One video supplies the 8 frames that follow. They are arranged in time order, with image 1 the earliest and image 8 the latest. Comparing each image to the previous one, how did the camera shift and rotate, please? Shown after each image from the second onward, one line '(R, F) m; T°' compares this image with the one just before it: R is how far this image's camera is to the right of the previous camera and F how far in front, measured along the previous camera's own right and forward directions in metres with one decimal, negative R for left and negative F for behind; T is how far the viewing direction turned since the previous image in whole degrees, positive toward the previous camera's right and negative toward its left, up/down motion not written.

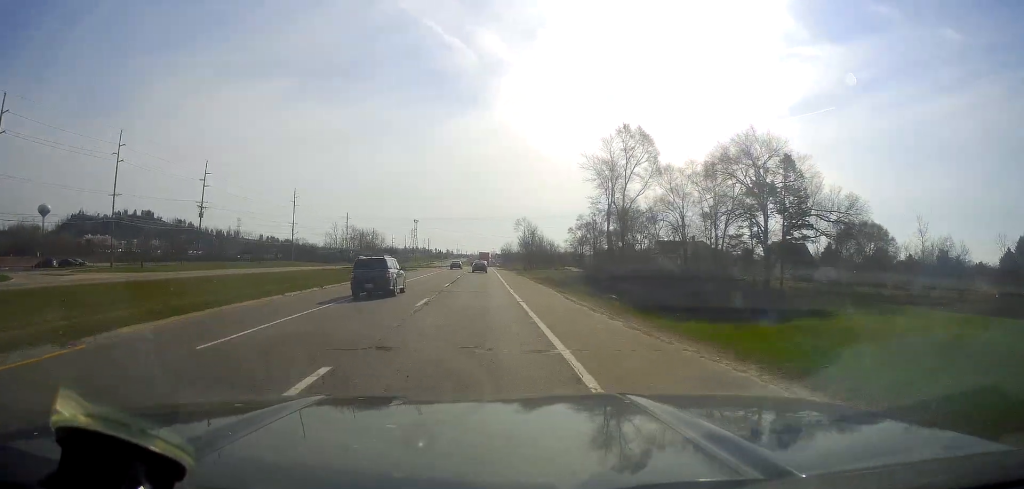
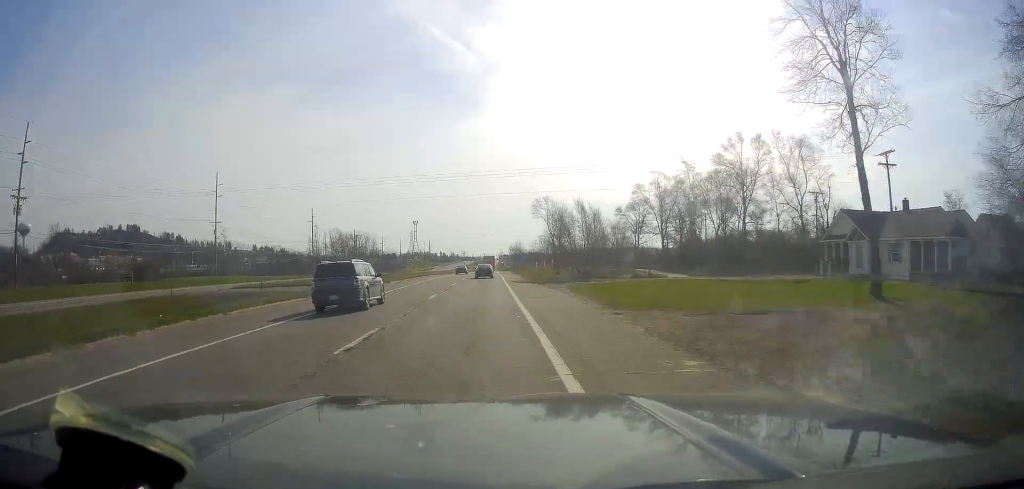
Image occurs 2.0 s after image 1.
(-0.4, +55.2) m; 0°
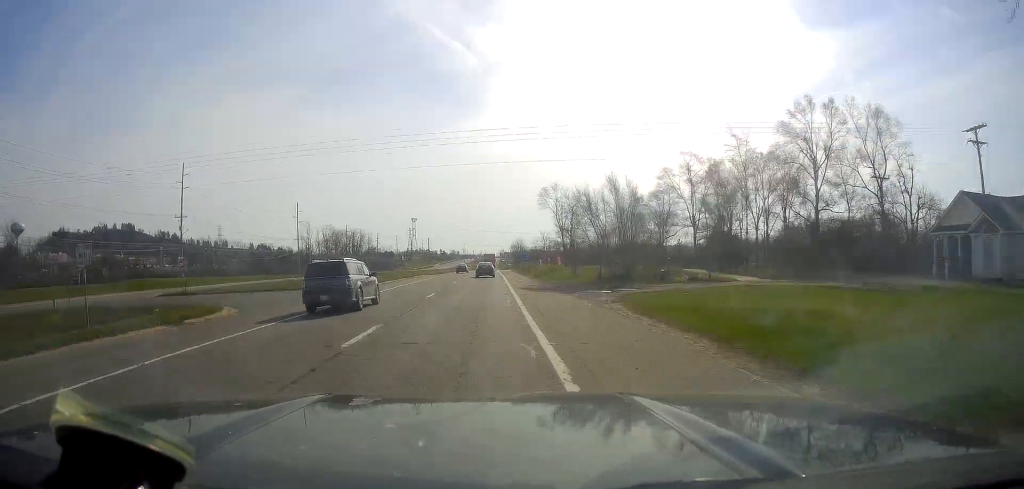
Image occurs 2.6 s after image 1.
(0.0, +15.2) m; 0°
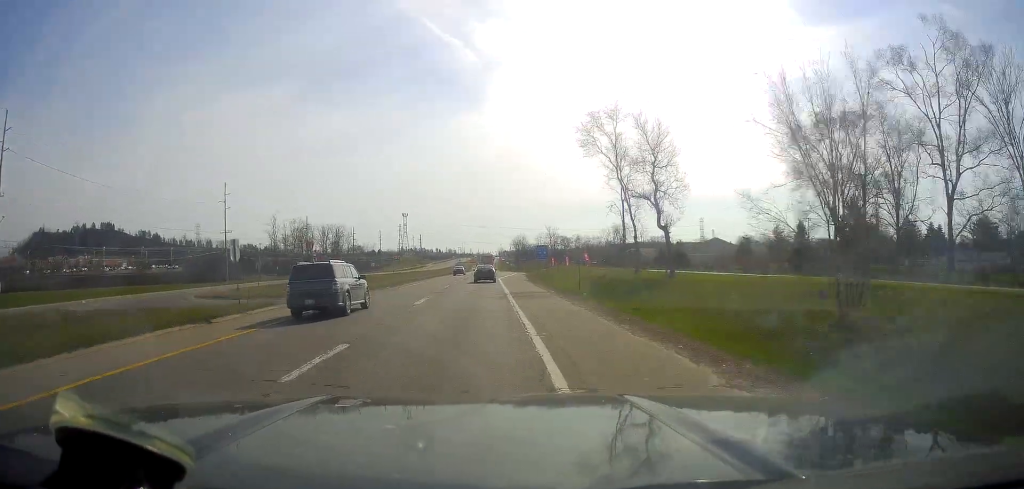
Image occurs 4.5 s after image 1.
(+0.2, +49.3) m; +1°
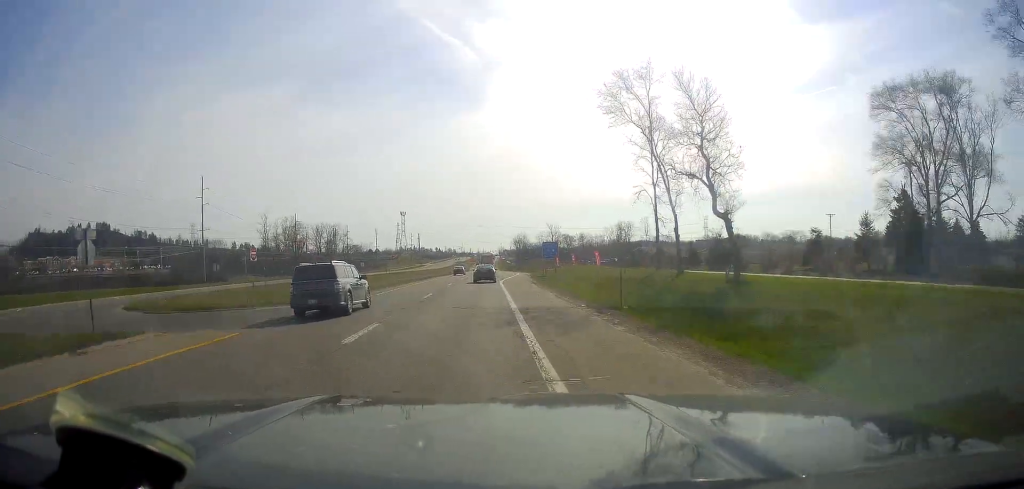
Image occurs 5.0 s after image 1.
(+0.3, +11.1) m; 0°
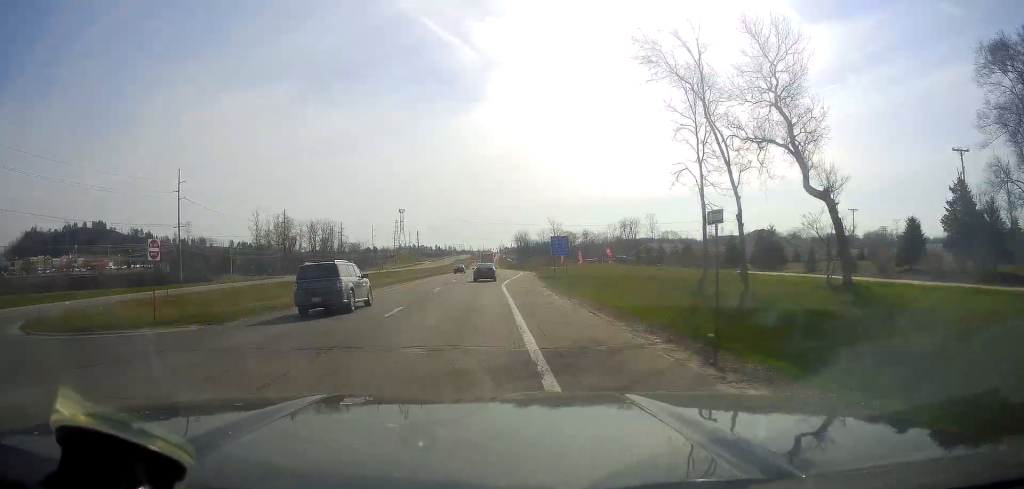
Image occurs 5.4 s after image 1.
(0.0, +10.1) m; 0°
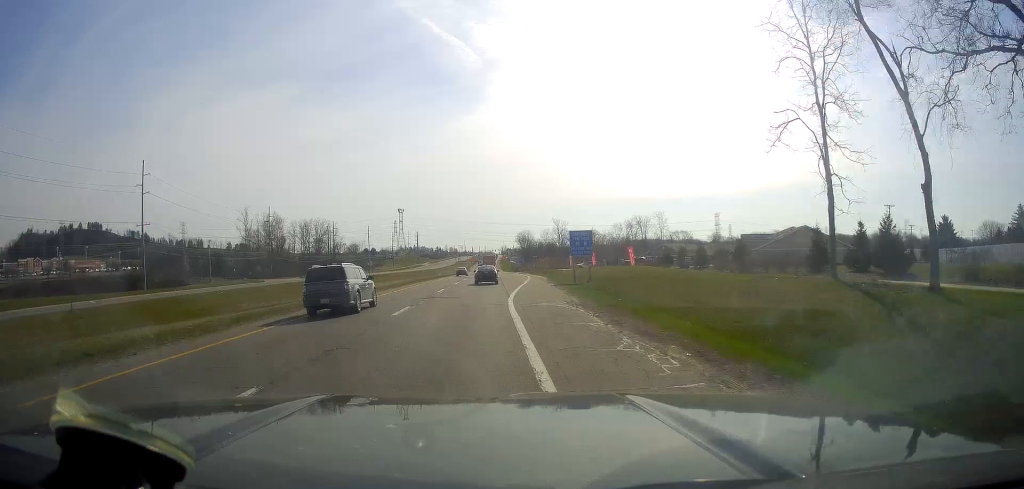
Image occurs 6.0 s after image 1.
(-0.3, +13.5) m; -1°
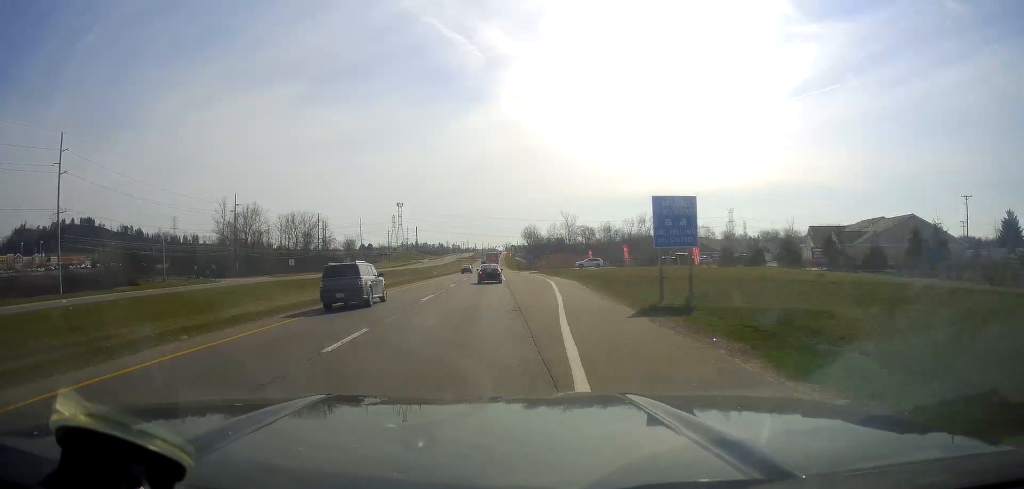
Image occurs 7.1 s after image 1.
(-0.1, +23.4) m; -2°
